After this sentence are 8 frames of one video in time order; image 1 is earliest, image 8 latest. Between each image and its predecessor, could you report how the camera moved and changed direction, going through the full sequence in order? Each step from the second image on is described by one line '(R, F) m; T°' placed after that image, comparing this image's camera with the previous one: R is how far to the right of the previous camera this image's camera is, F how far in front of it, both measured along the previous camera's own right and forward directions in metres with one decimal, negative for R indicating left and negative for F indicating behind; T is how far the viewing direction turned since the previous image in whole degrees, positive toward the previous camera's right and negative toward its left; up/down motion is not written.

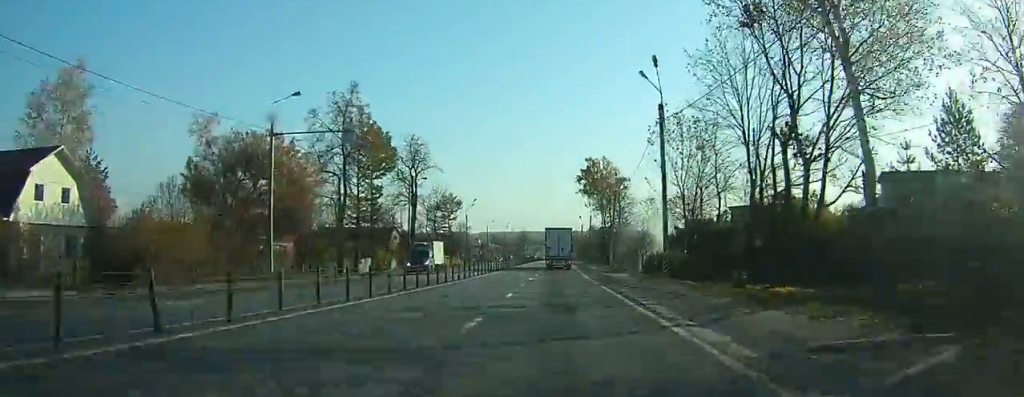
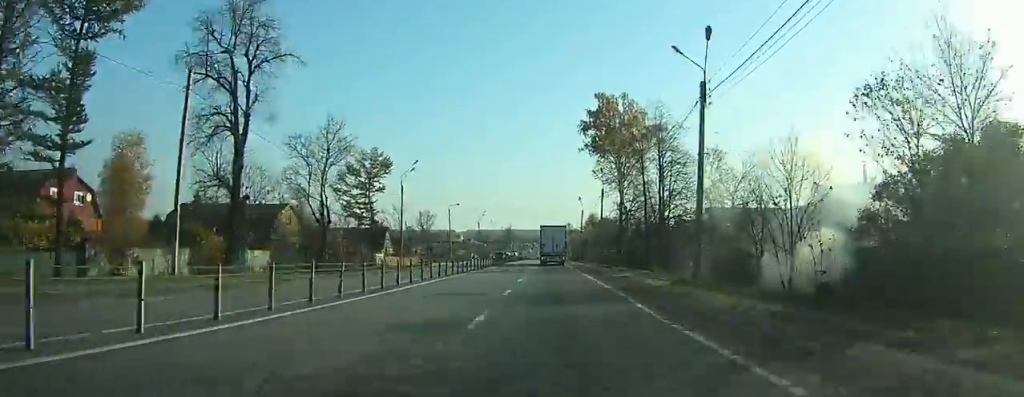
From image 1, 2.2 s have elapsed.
(0.0, +40.5) m; 0°
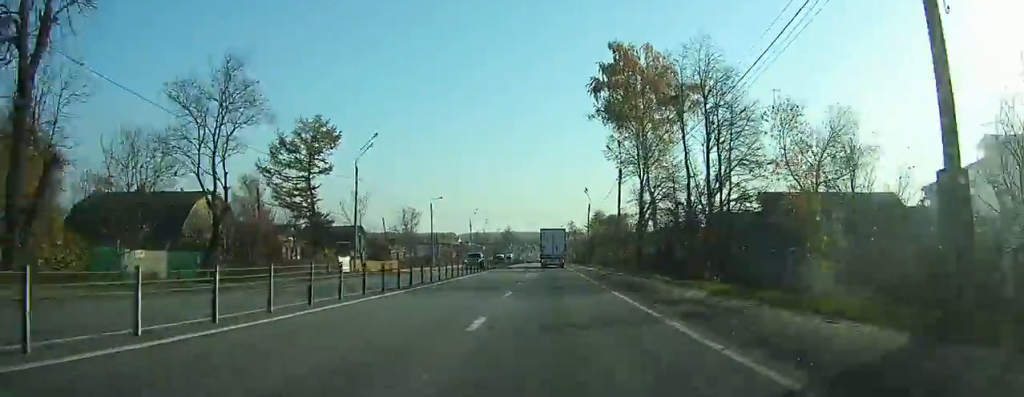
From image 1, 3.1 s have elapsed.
(0.0, +16.0) m; 0°
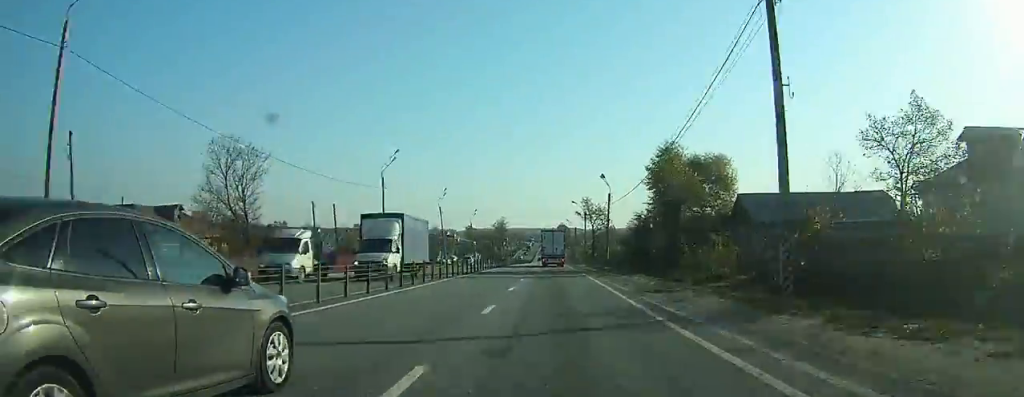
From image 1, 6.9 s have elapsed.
(-0.2, +71.2) m; 0°
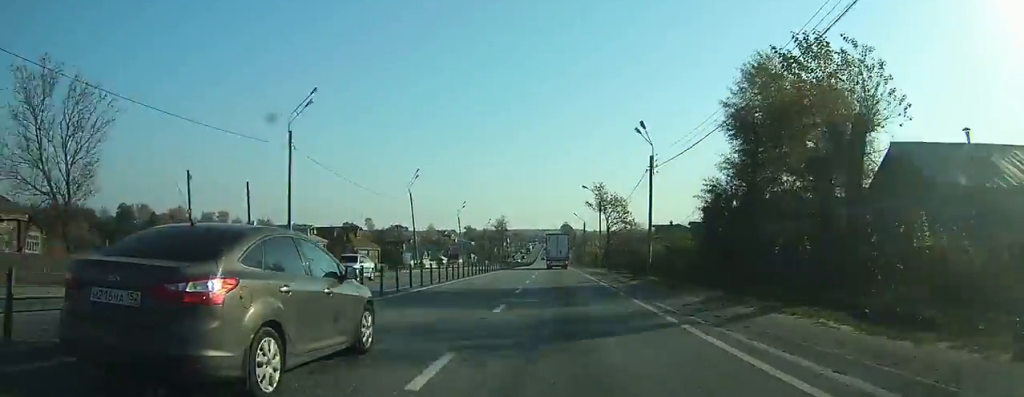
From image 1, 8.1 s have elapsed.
(0.0, +24.2) m; 0°
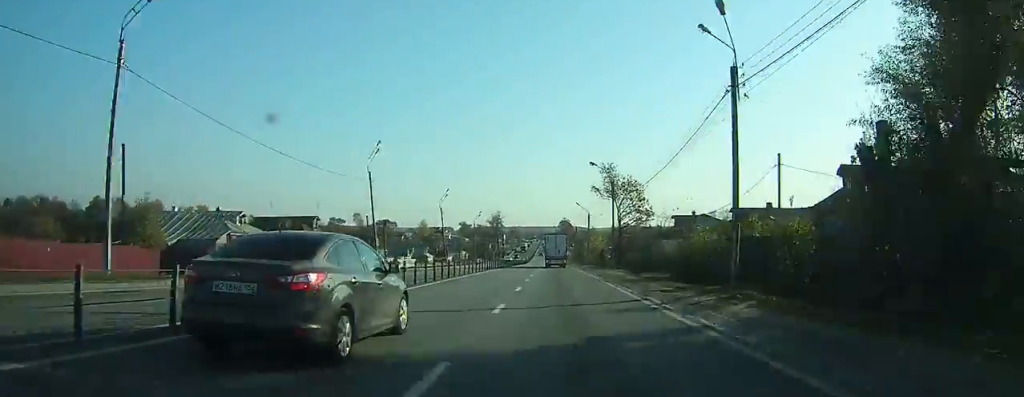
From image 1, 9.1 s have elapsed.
(0.0, +17.7) m; 0°
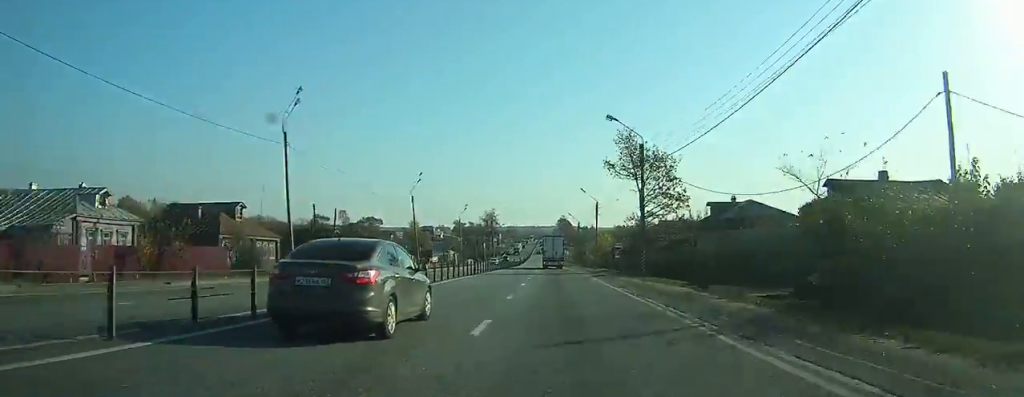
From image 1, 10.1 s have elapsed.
(0.0, +20.2) m; 0°
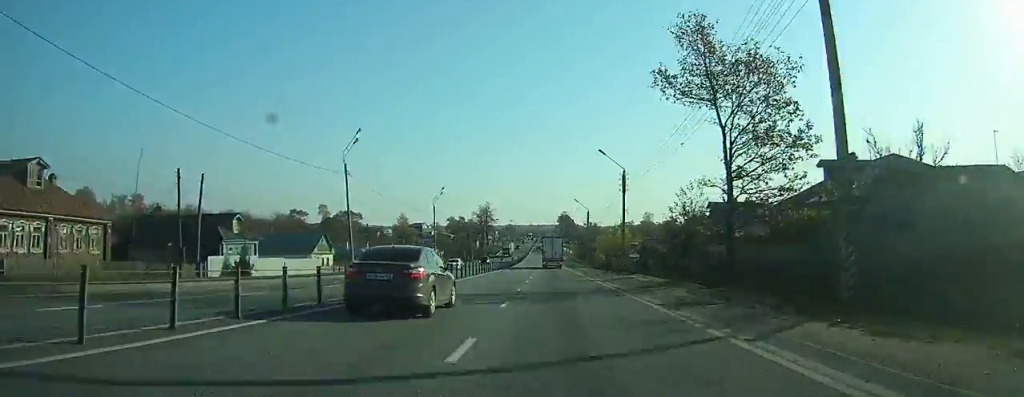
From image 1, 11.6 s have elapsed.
(0.0, +26.6) m; 0°
